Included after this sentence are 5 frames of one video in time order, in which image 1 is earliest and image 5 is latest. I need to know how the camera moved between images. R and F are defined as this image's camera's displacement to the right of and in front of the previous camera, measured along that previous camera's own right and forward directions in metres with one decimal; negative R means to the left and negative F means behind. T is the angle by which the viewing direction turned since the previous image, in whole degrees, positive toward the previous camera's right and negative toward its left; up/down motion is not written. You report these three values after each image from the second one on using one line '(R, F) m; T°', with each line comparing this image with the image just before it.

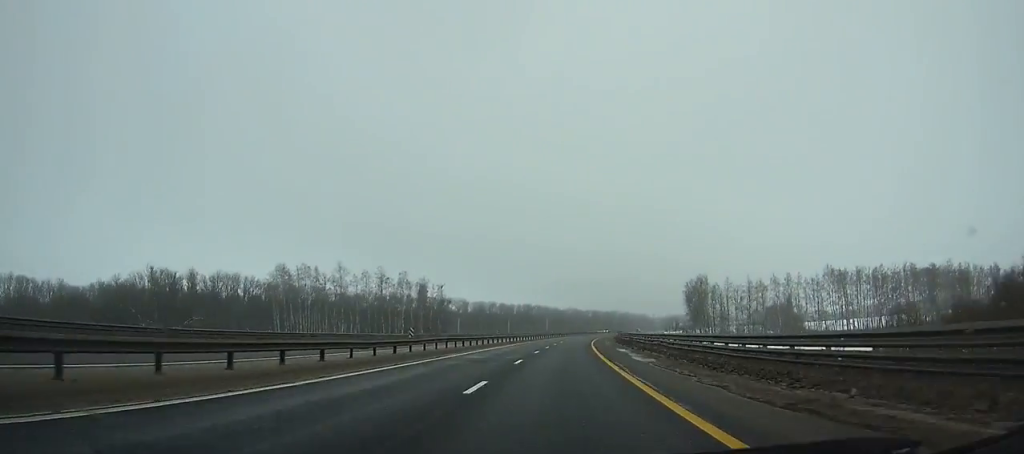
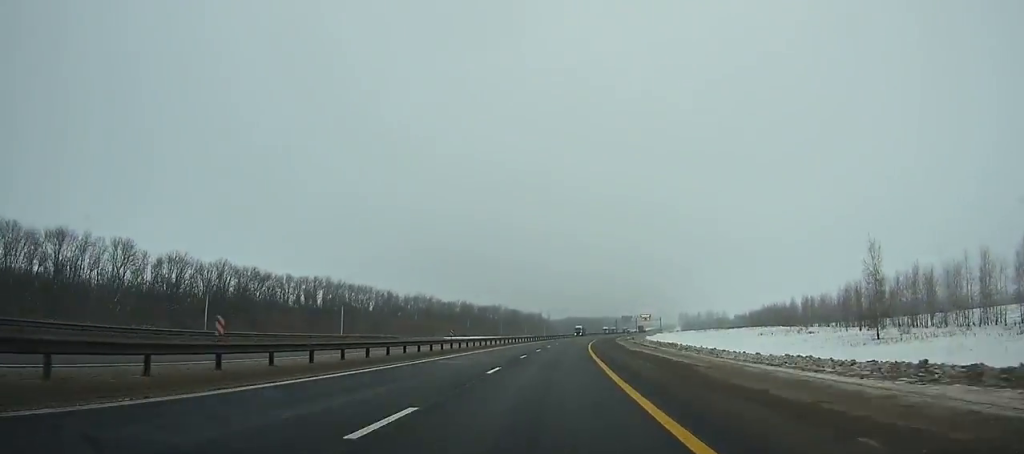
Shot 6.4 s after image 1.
(+18.7, +194.4) m; +11°
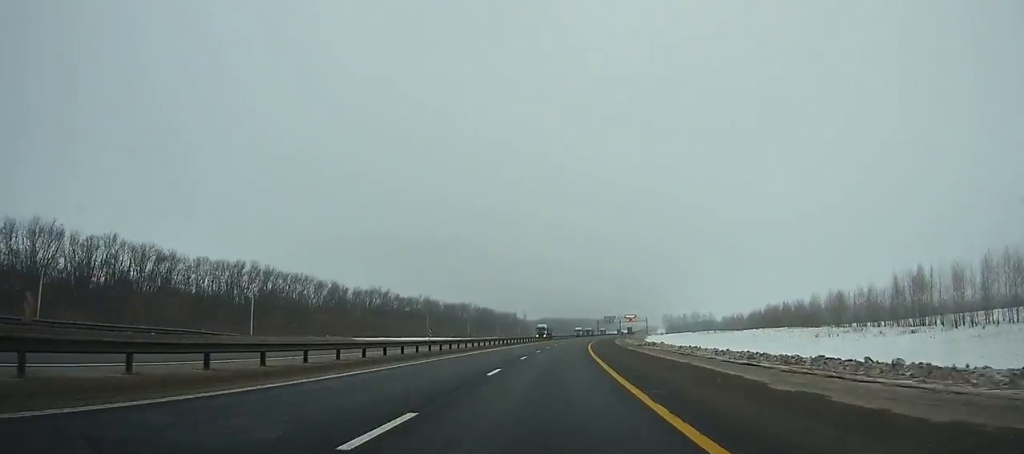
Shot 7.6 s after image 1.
(+0.1, +36.4) m; +2°
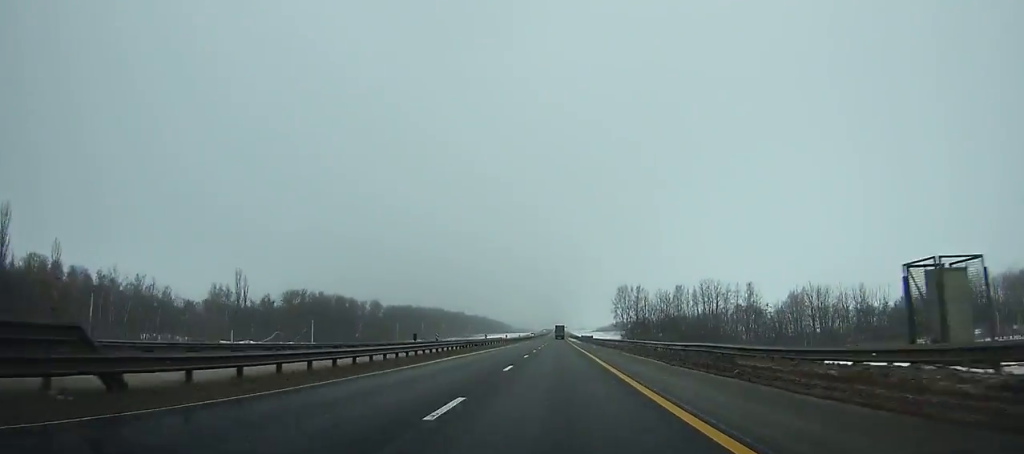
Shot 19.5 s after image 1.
(+42.6, +359.5) m; +9°
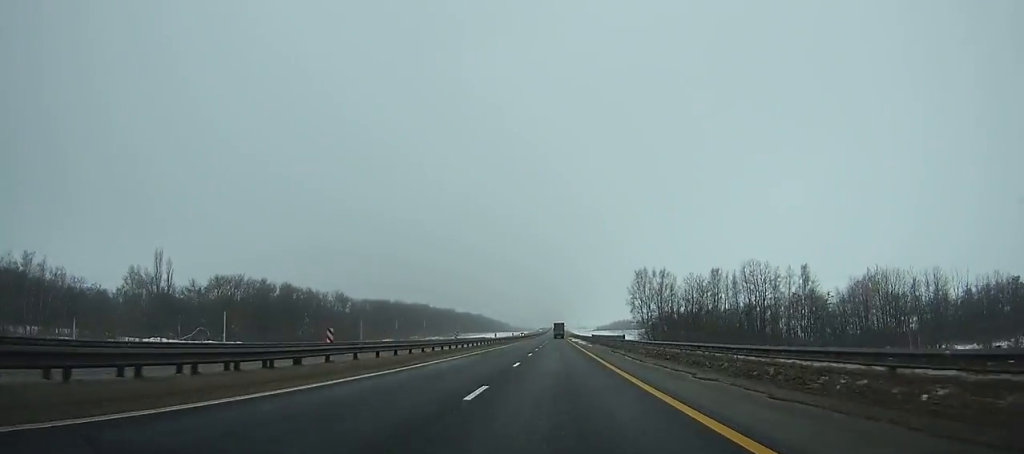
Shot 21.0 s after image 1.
(-0.2, +46.5) m; 0°
